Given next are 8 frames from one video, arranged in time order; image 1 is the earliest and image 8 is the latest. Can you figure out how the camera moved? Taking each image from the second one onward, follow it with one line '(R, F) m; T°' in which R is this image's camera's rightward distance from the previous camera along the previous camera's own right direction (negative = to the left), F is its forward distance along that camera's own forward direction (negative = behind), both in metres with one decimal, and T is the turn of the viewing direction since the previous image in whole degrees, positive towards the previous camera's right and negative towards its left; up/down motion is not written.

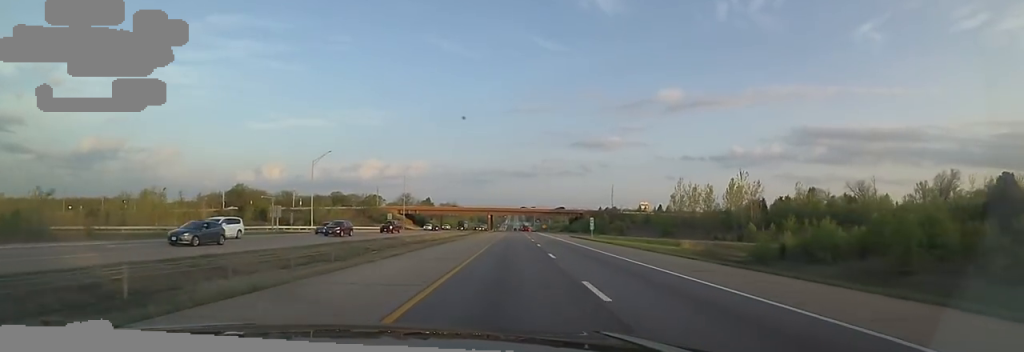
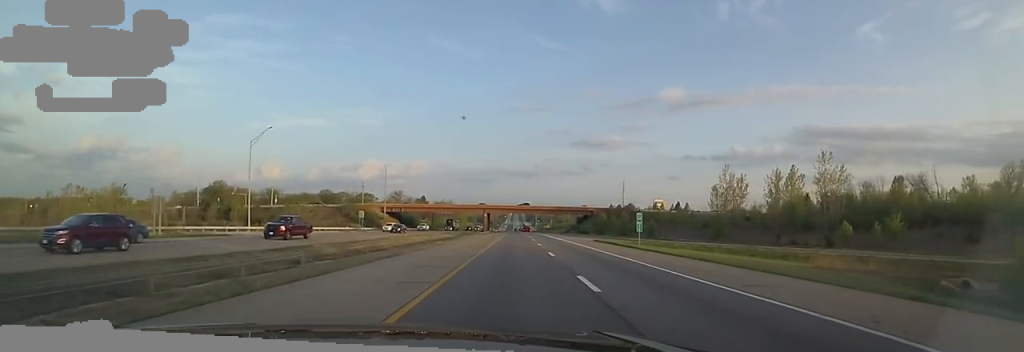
(-0.4, +23.7) m; -1°
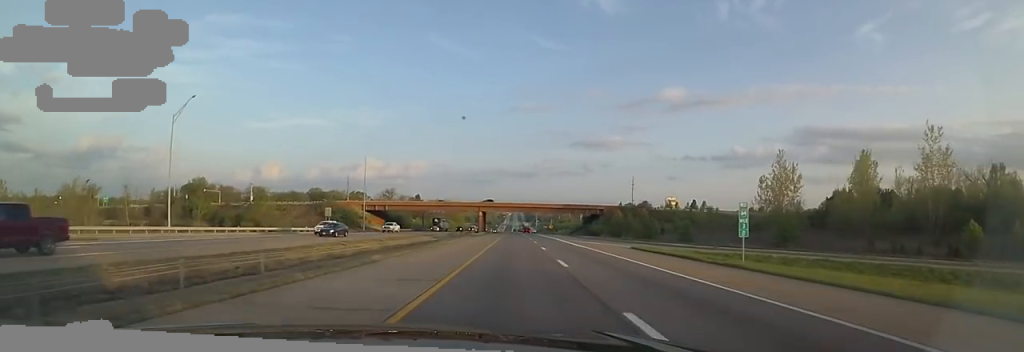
(-0.4, +18.2) m; 0°
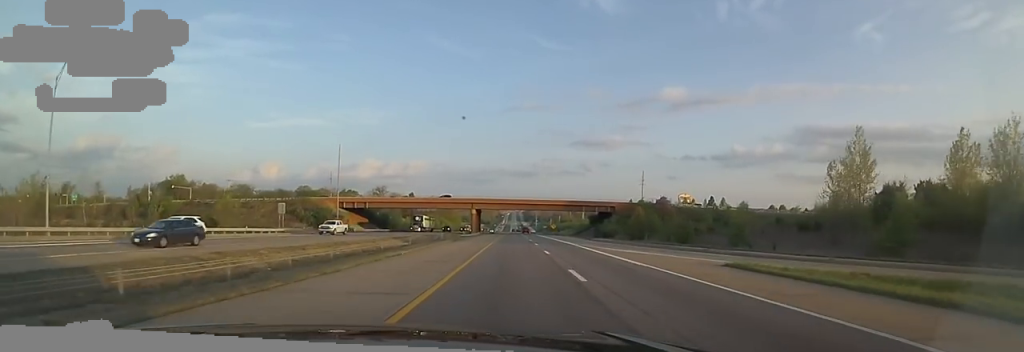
(+0.4, +16.9) m; +2°
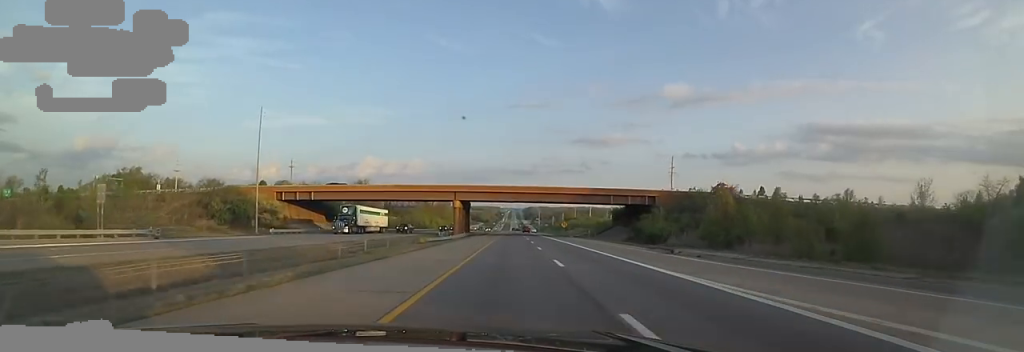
(+1.0, +32.6) m; +1°
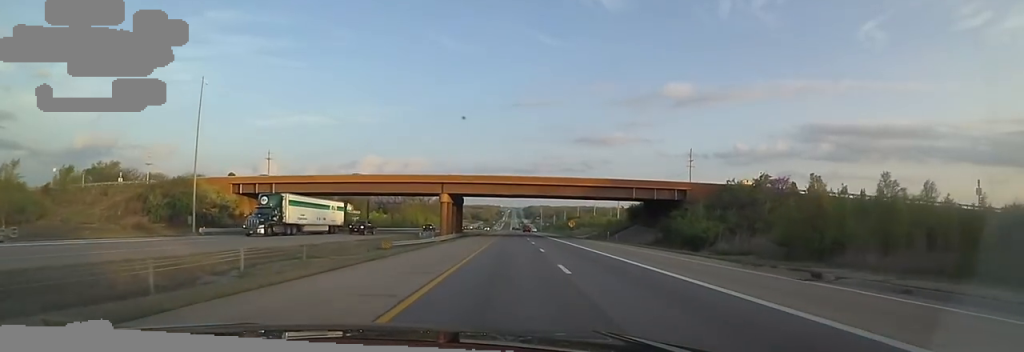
(+0.7, +14.7) m; -1°
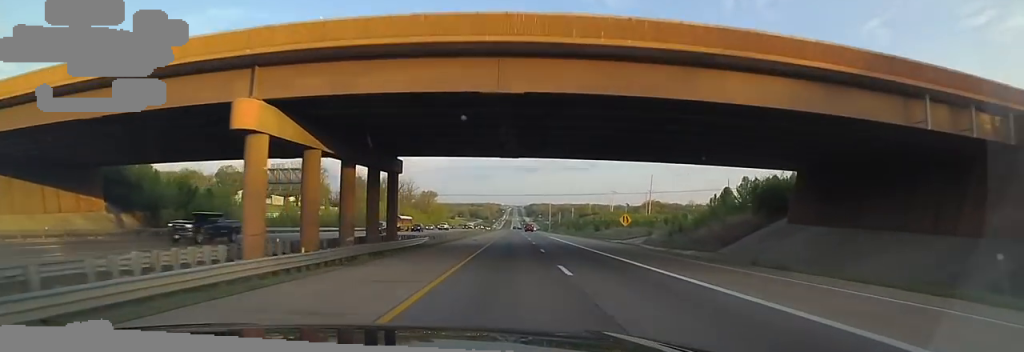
(-2.1, +48.7) m; -1°
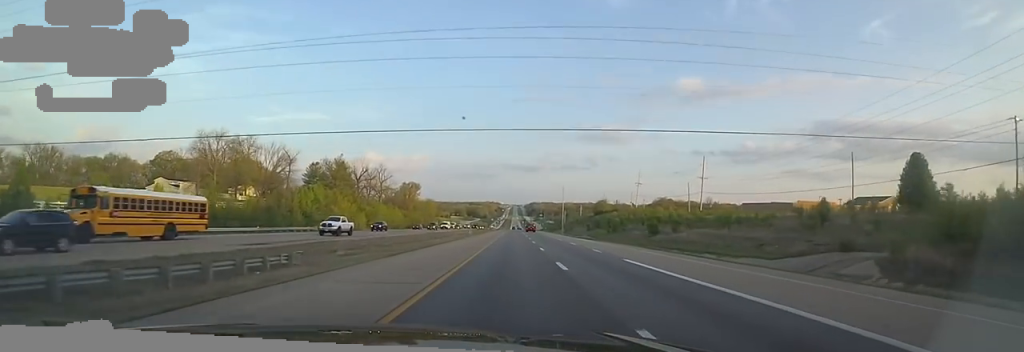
(+0.4, +46.1) m; 0°
